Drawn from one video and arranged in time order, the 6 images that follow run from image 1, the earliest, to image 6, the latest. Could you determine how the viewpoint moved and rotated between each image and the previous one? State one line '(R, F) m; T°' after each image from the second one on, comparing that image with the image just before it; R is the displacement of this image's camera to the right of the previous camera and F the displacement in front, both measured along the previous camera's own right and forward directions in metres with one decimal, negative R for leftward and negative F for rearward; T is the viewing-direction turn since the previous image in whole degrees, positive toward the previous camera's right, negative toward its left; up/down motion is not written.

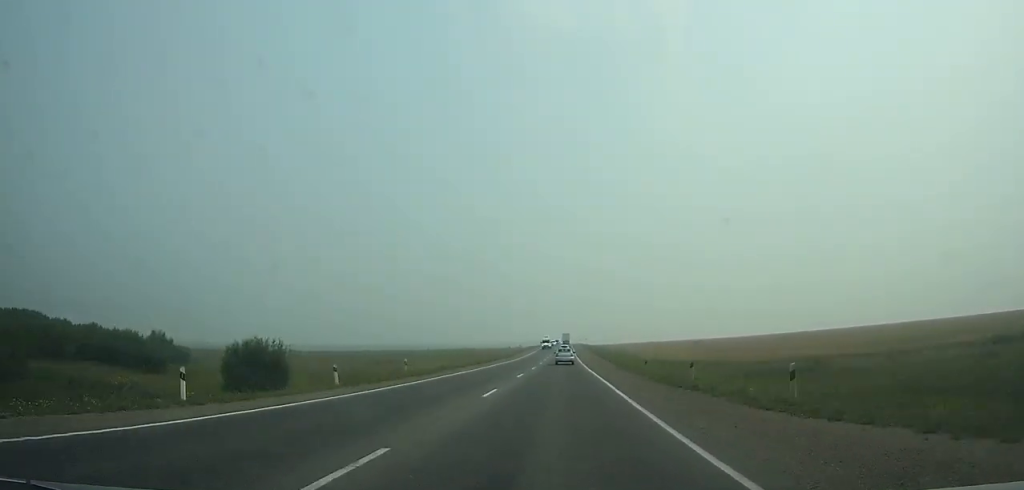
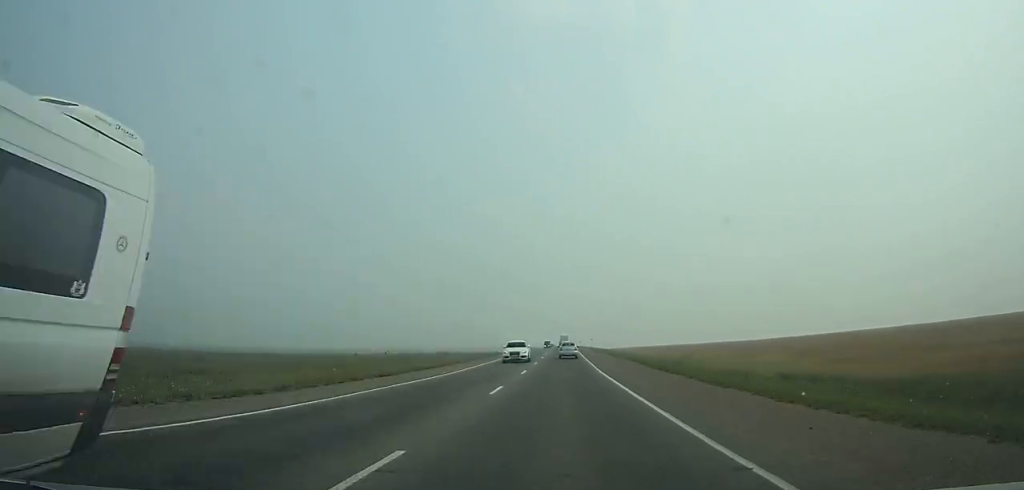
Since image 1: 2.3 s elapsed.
(+0.1, +60.7) m; 0°
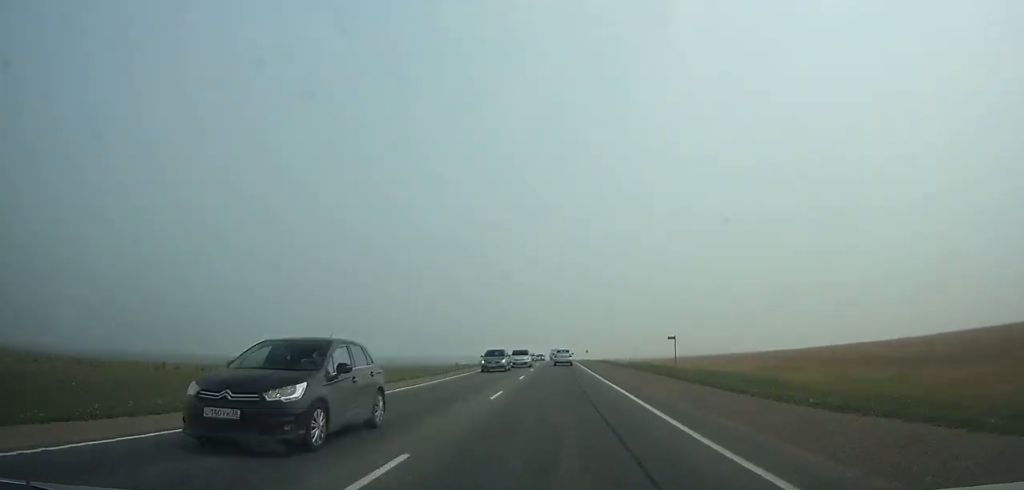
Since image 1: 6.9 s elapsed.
(+0.6, +119.4) m; 0°
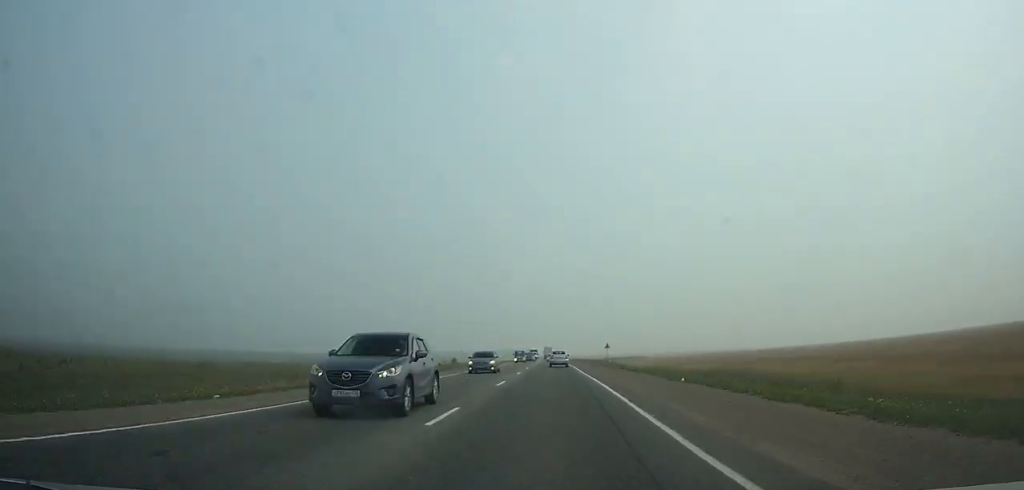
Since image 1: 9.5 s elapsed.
(0.0, +65.2) m; 0°
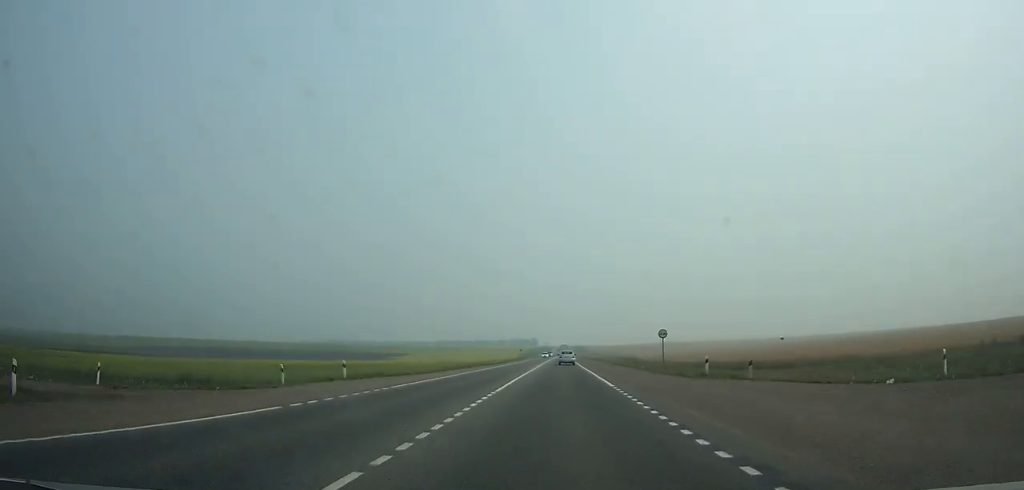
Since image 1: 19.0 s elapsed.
(-2.5, +230.0) m; 0°
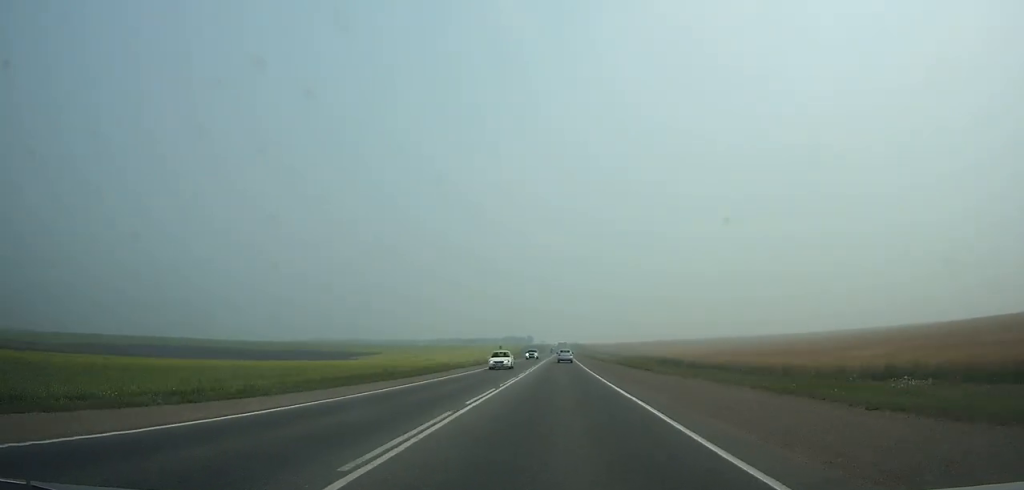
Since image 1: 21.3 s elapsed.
(+0.2, +56.1) m; 0°
